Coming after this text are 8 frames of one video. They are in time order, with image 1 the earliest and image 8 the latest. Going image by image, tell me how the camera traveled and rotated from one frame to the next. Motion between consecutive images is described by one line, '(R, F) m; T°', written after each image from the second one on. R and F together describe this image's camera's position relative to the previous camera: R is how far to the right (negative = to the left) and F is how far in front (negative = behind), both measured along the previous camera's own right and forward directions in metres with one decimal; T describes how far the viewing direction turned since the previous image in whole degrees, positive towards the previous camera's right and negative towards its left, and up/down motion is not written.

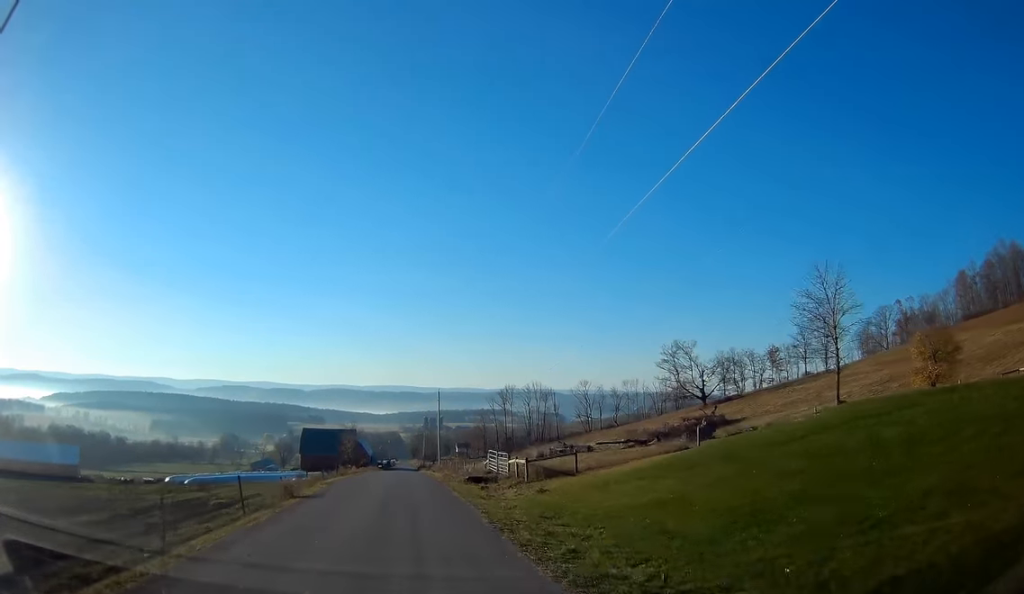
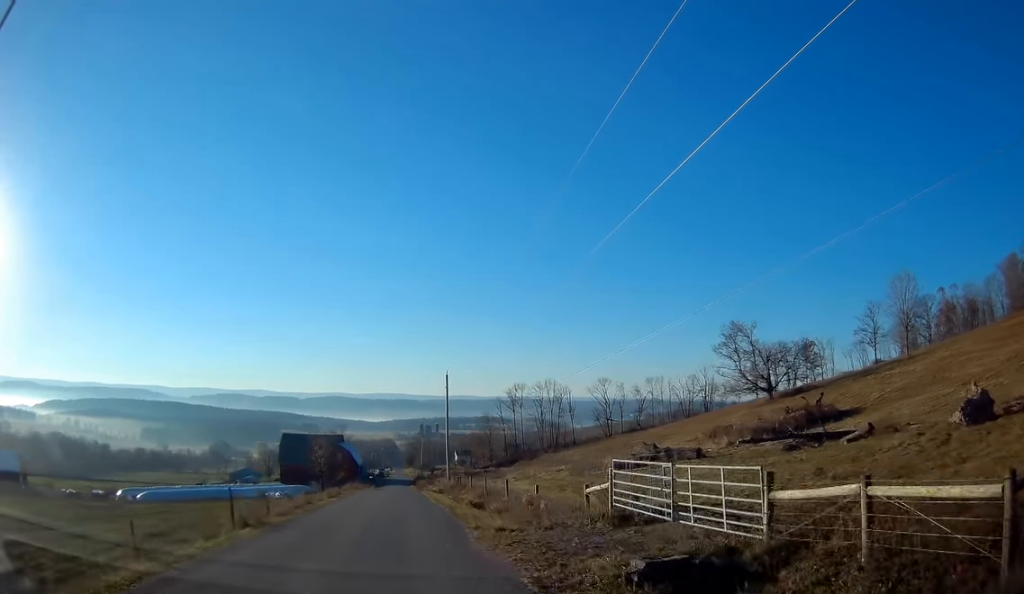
(+0.4, +28.0) m; +1°
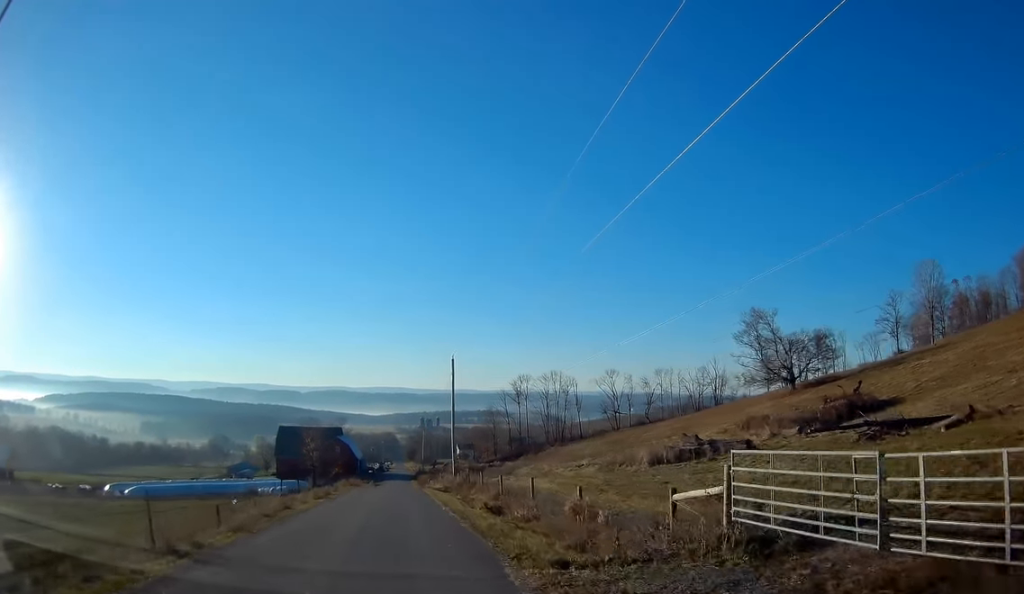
(-0.1, +6.7) m; 0°
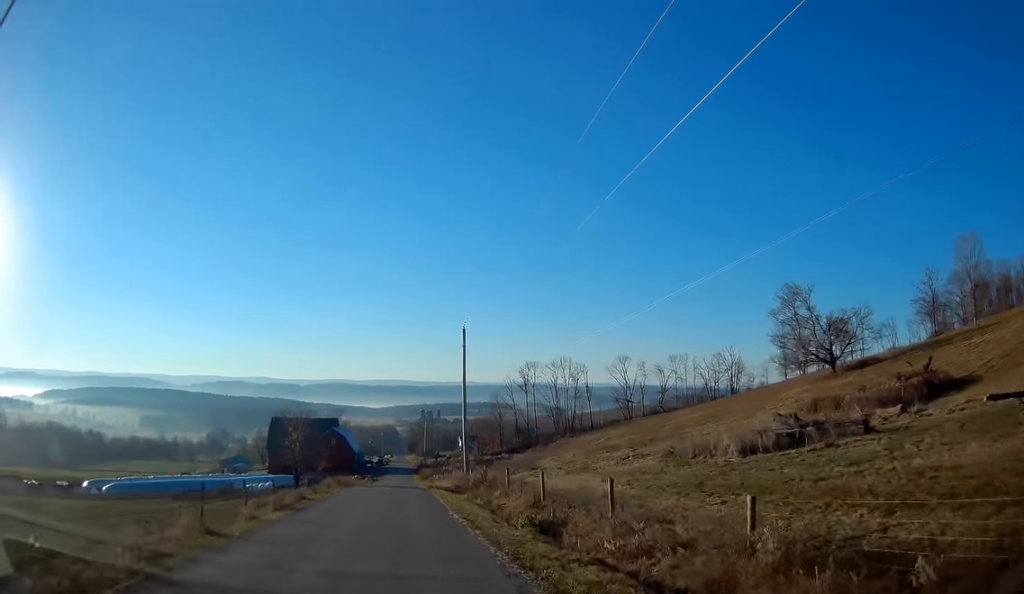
(-0.1, +10.7) m; 0°
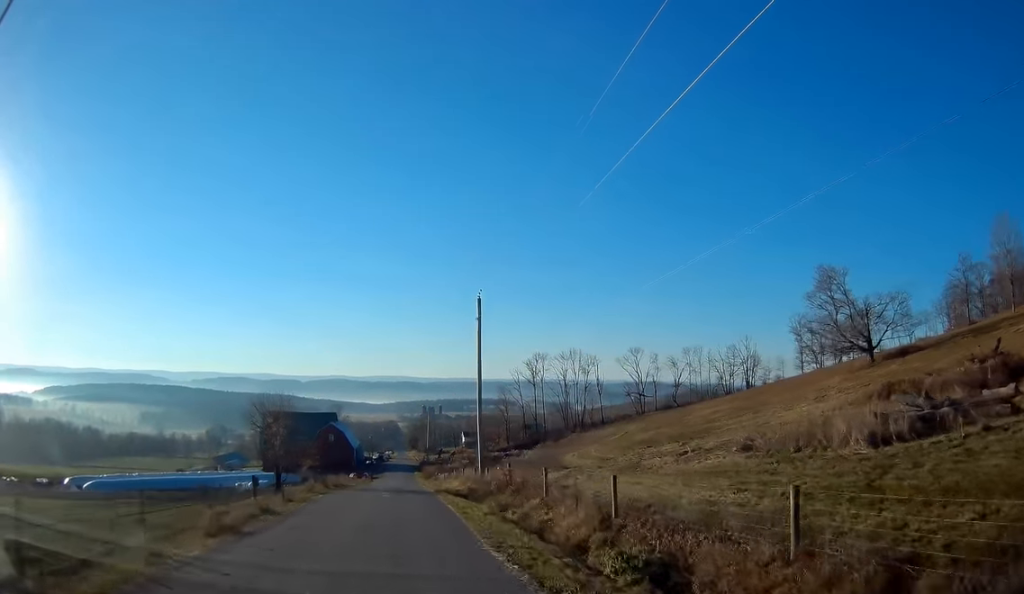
(+0.2, +8.5) m; 0°
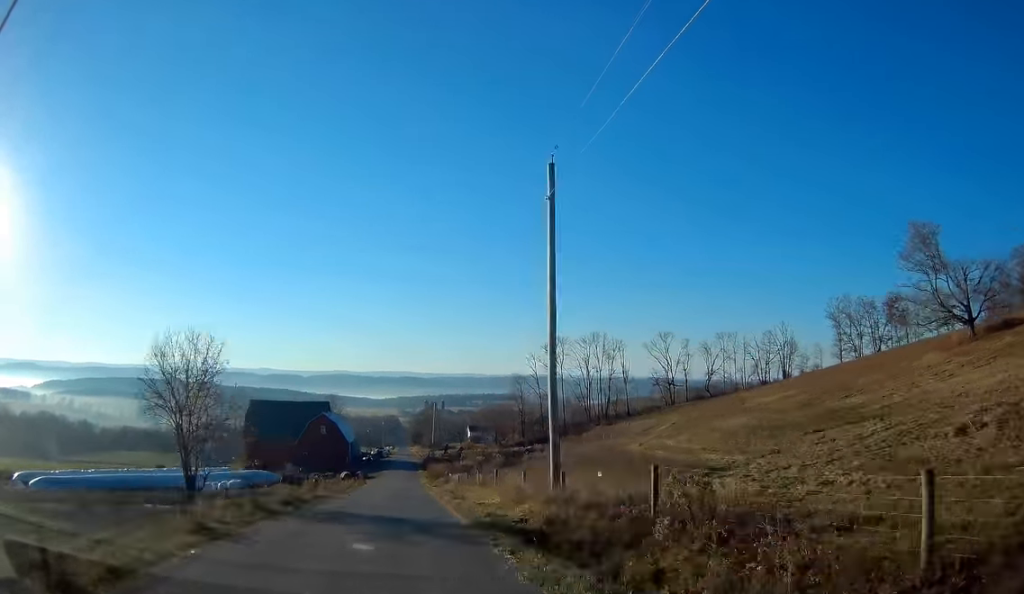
(-0.2, +19.1) m; -1°
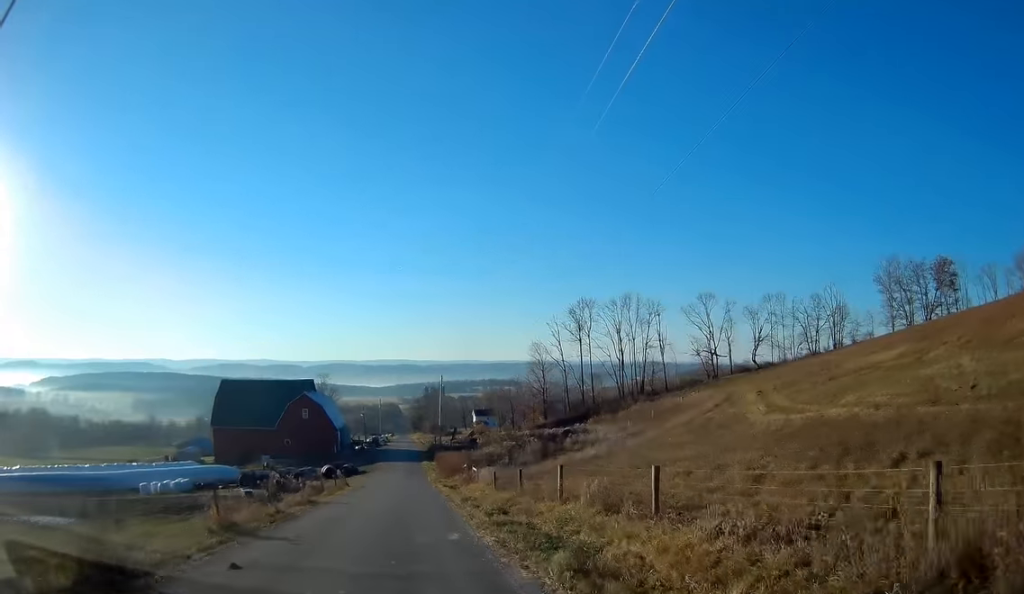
(-0.1, +24.4) m; 0°
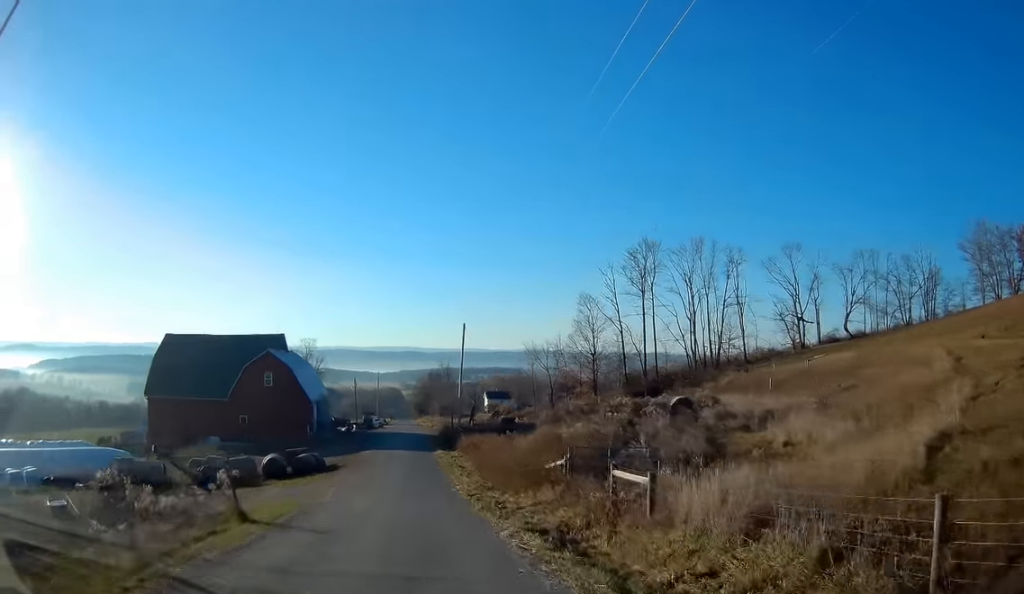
(+0.6, +31.7) m; +1°
